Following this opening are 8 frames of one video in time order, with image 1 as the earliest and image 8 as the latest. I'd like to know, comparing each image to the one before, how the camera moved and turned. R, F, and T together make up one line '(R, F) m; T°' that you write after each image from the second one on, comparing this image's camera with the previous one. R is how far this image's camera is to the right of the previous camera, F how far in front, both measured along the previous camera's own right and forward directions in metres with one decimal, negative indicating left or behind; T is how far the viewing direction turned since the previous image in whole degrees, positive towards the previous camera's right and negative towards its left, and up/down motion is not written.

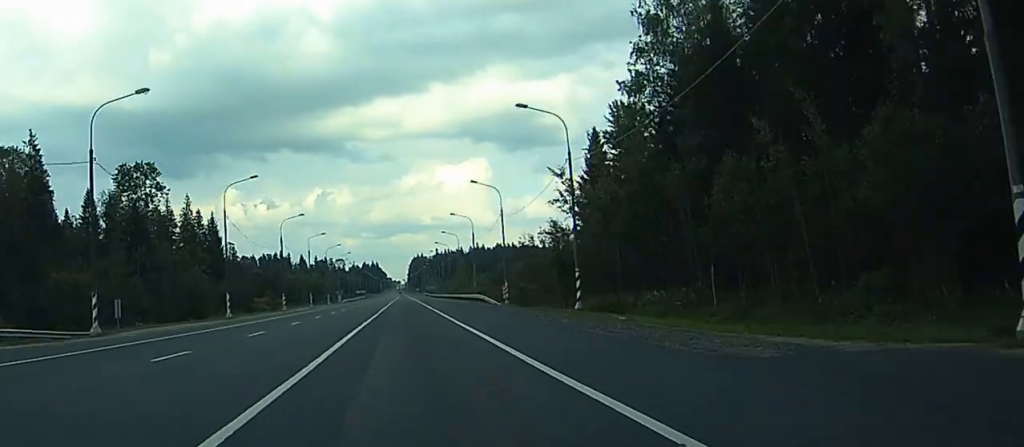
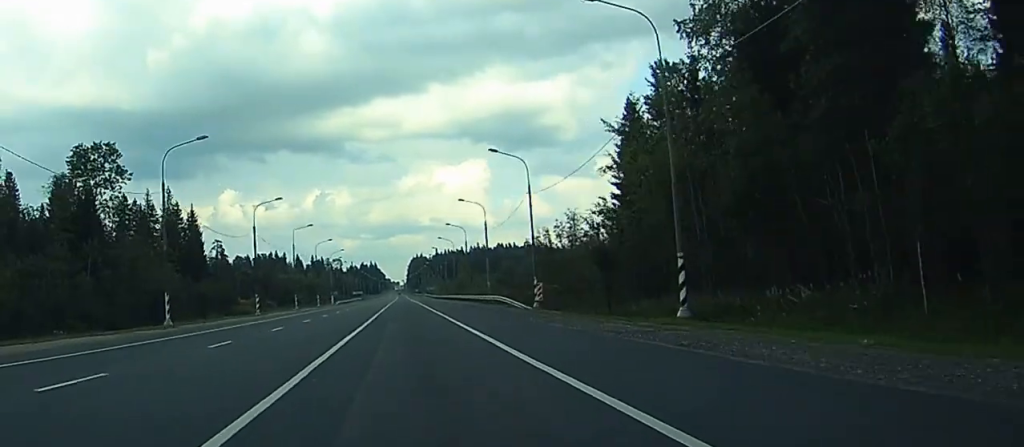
(0.0, +18.3) m; 0°
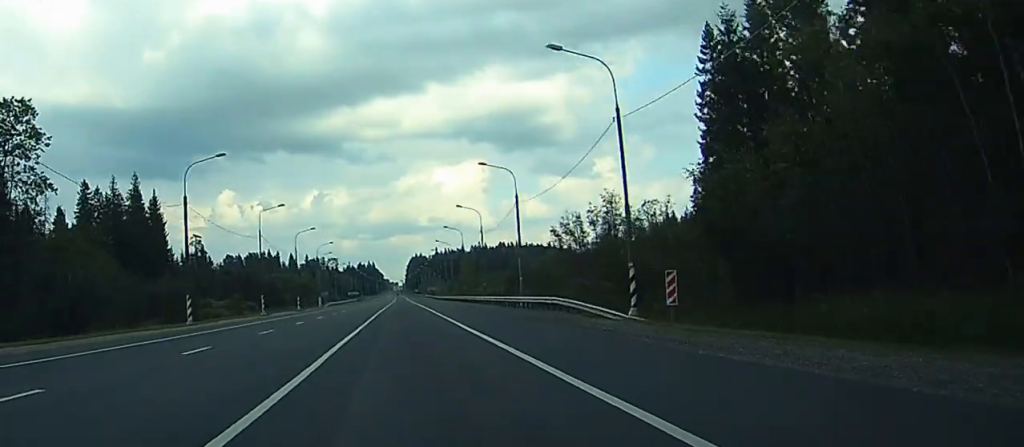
(0.0, +27.0) m; 0°
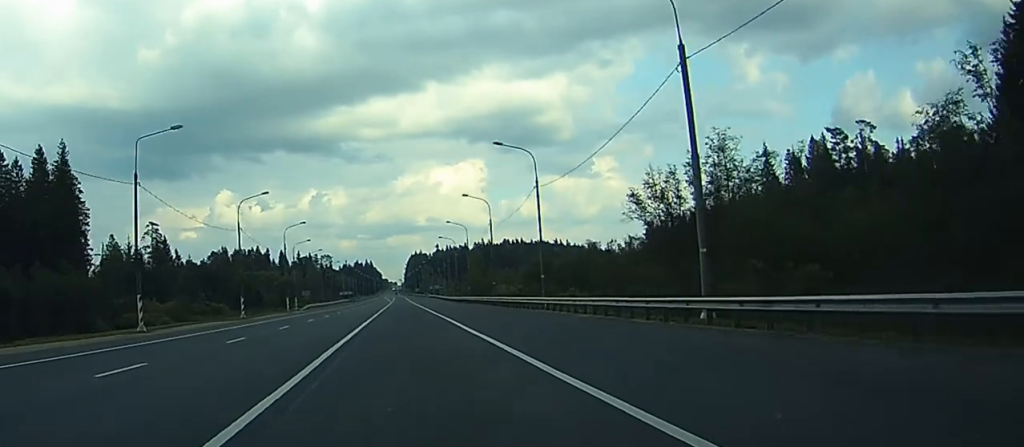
(0.0, +42.2) m; 0°
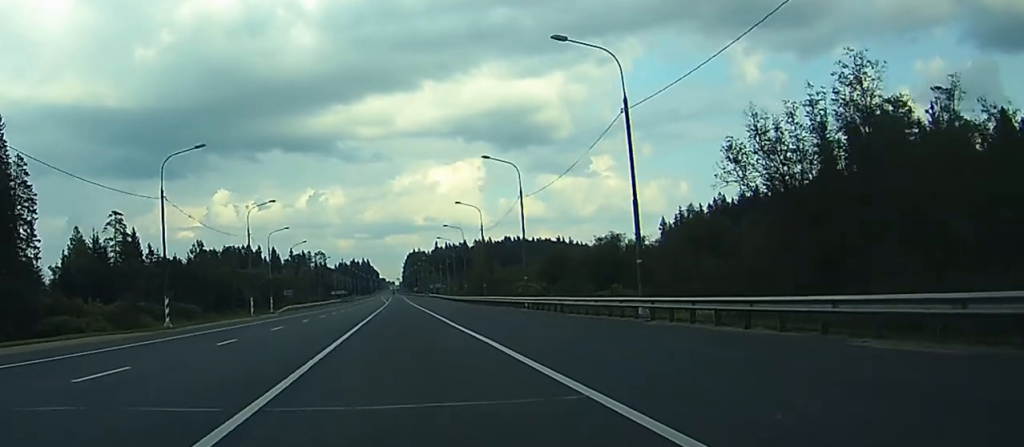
(0.0, +24.8) m; 0°
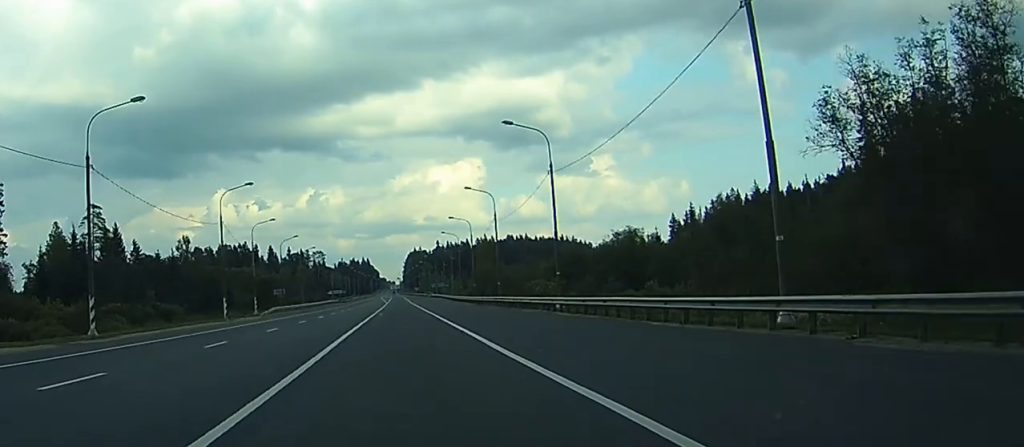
(0.0, +13.4) m; 0°
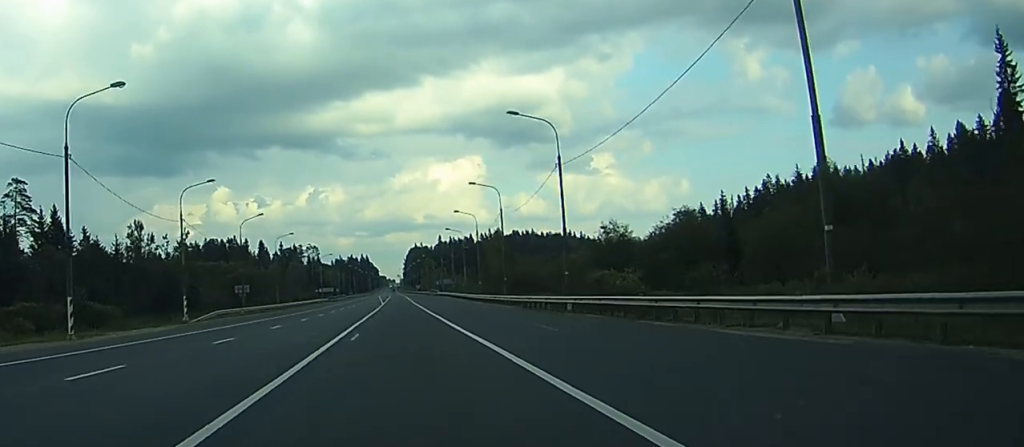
(0.0, +34.4) m; 0°
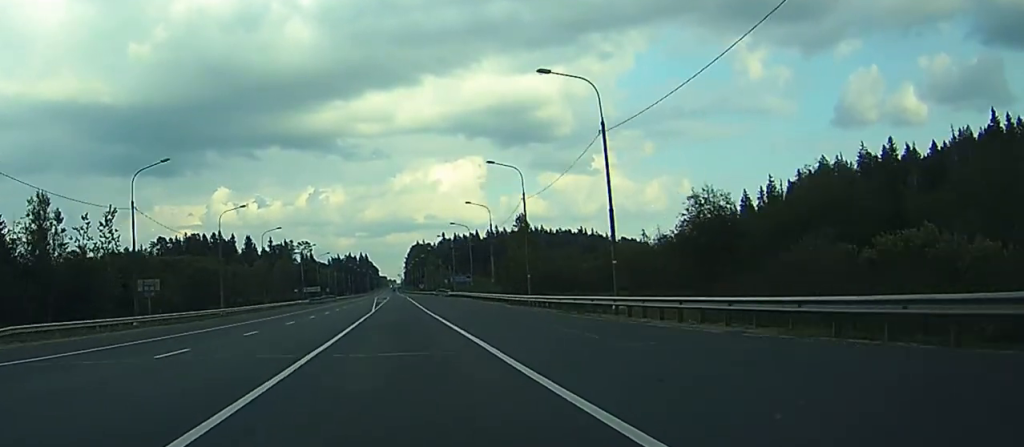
(+0.2, +41.9) m; +1°
